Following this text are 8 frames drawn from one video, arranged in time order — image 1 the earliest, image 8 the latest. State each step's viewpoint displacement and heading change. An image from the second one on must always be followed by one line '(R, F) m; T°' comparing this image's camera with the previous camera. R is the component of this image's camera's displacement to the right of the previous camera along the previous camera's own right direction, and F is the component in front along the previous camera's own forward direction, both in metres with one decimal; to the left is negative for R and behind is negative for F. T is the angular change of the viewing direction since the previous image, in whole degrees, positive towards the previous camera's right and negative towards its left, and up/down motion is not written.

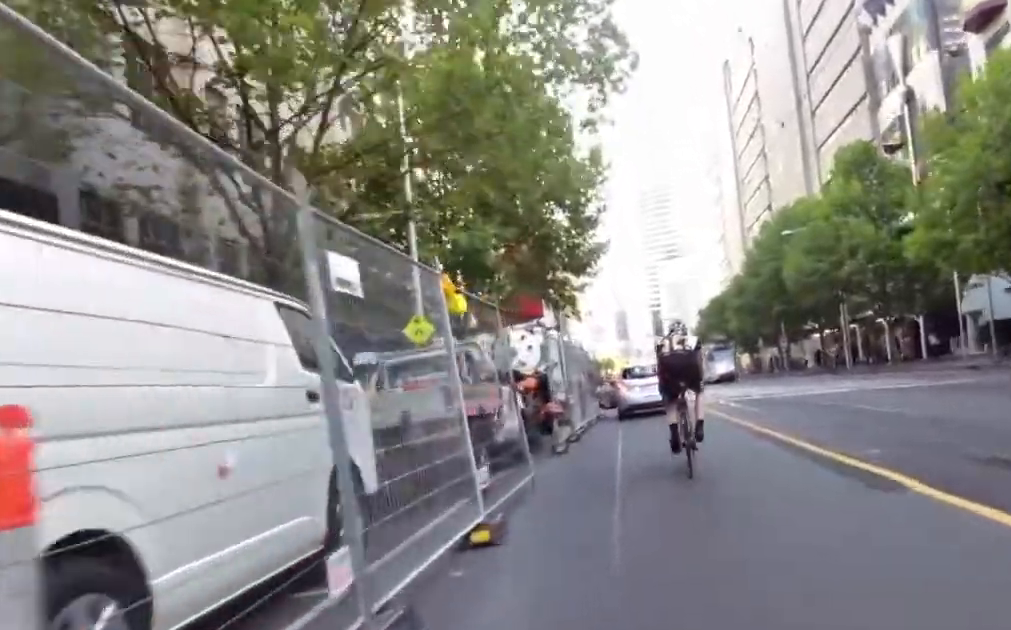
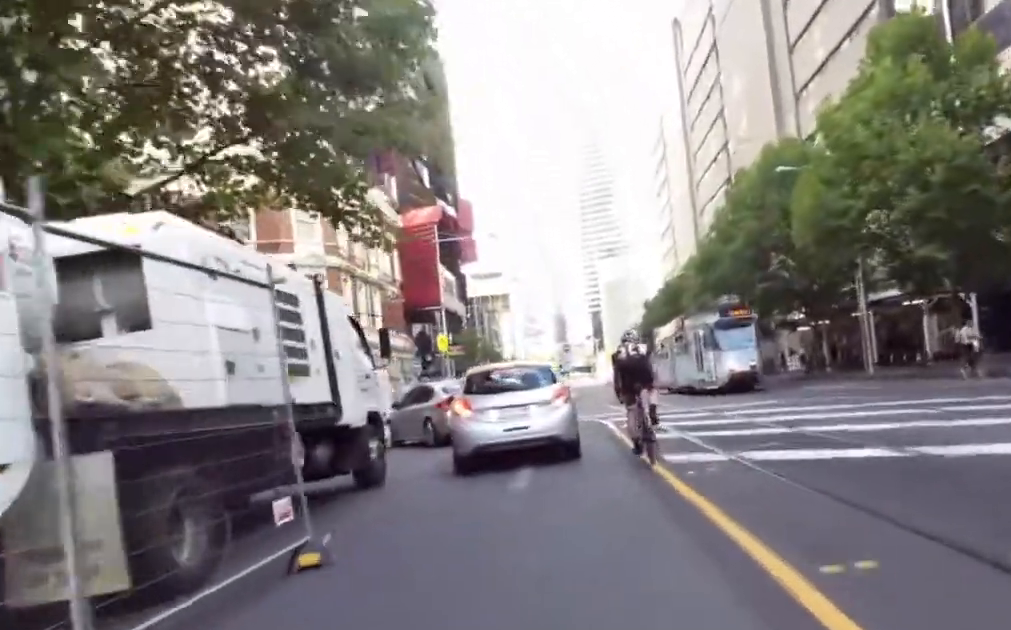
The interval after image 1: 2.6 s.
(+0.7, +15.0) m; +9°
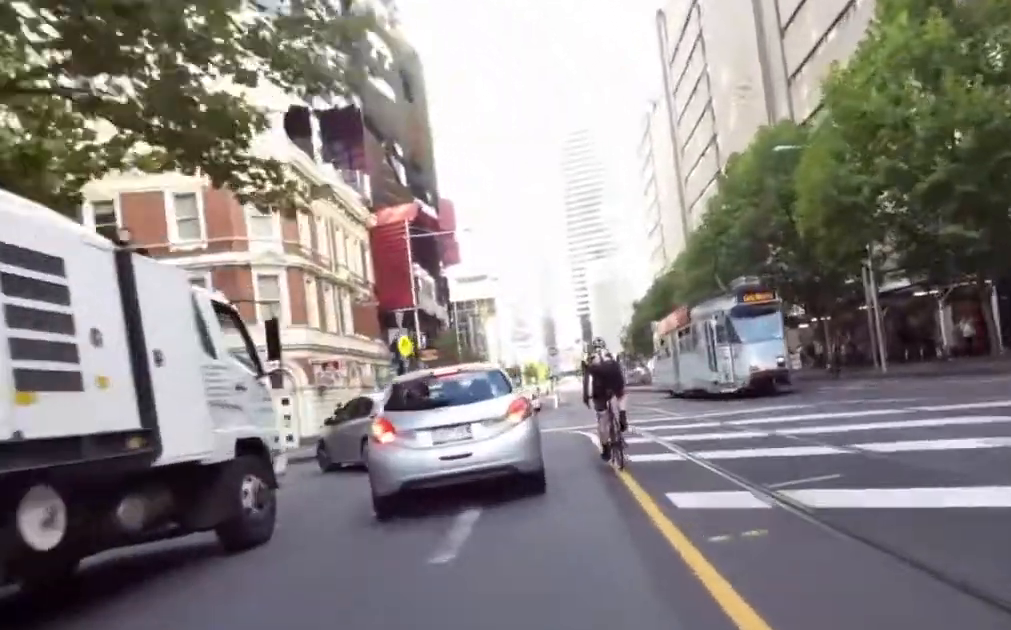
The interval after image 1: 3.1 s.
(+0.5, +2.8) m; 0°
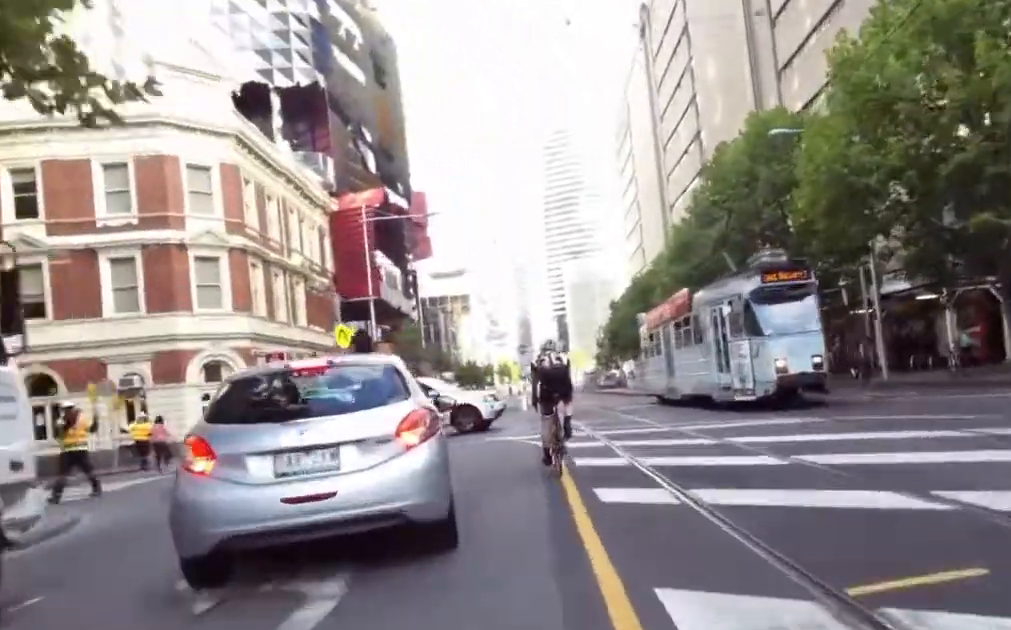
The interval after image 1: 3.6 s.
(+0.5, +2.8) m; -1°
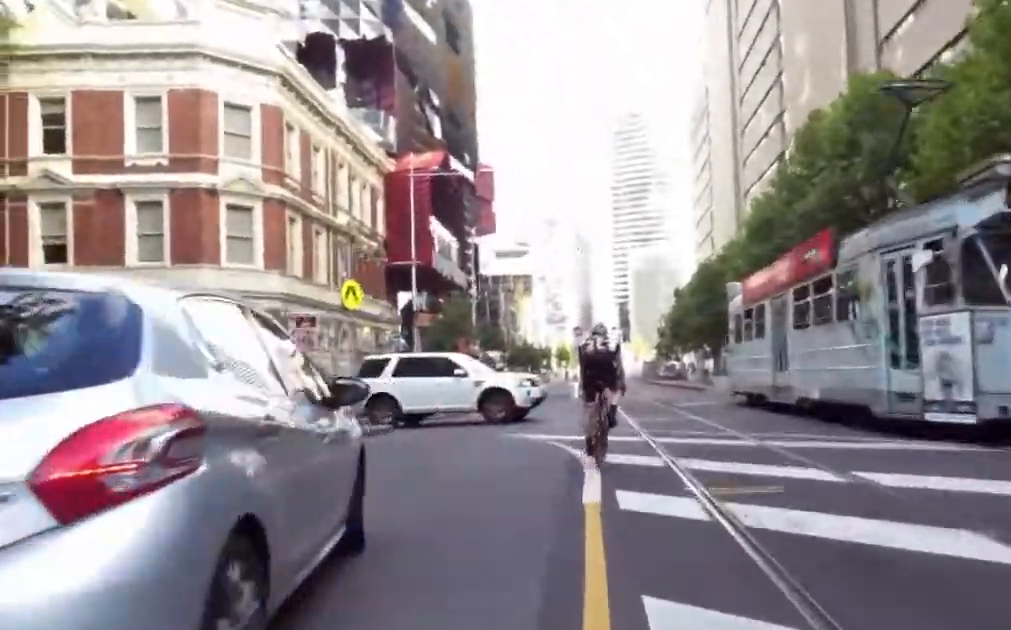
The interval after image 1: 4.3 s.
(-0.7, +3.6) m; -11°
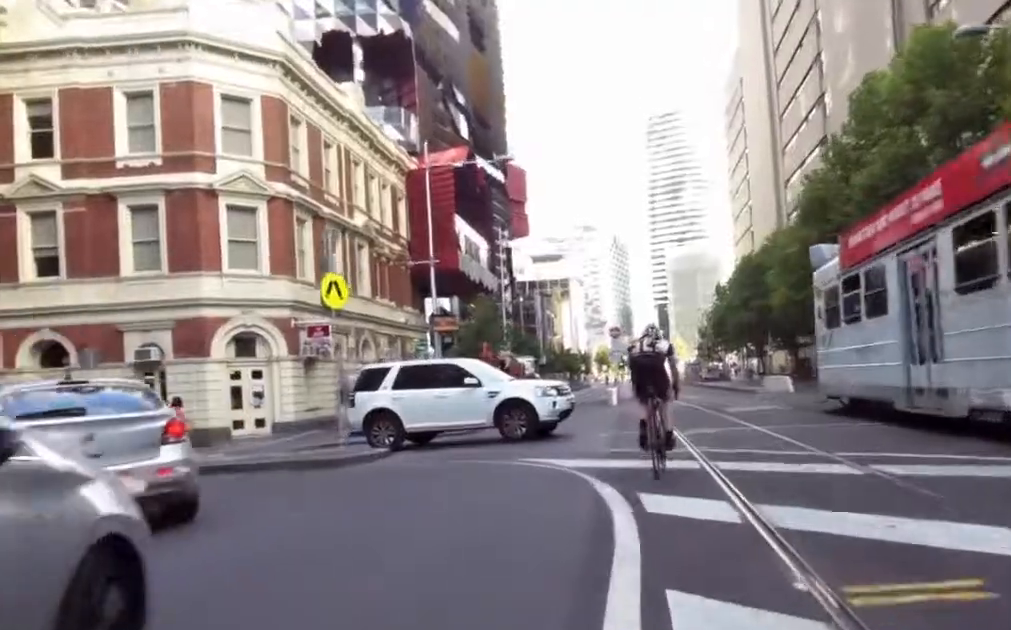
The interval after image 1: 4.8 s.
(-0.2, +2.7) m; -5°
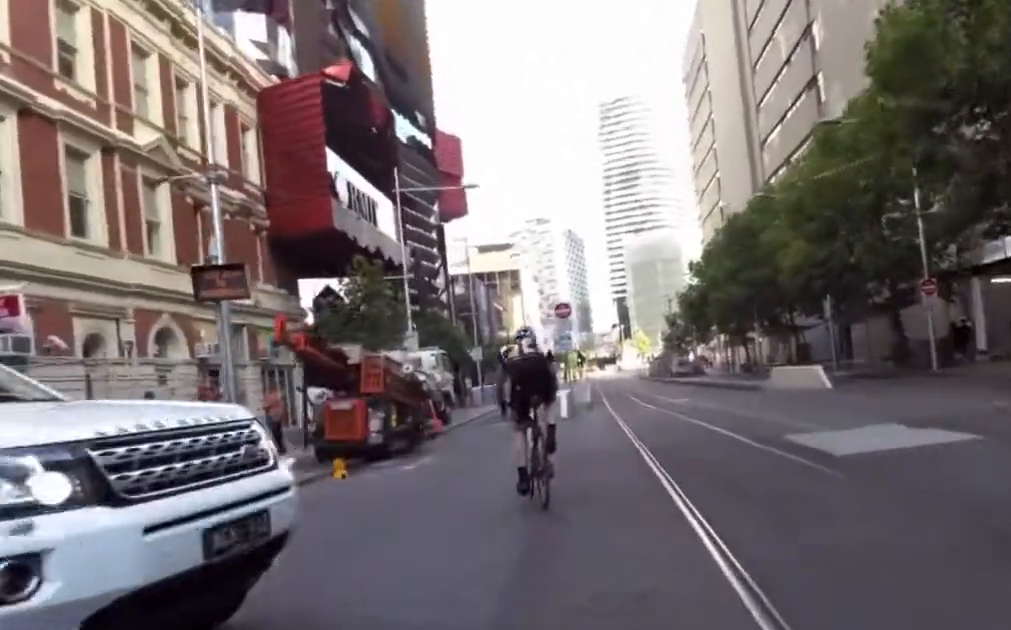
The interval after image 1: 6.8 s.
(0.0, +11.3) m; 0°
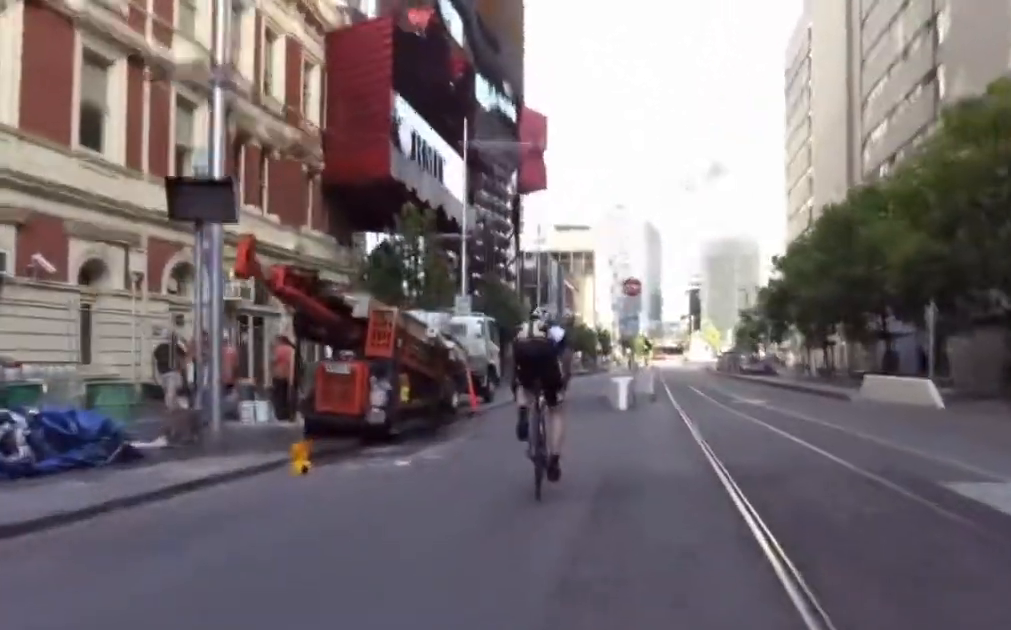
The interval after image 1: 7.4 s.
(-0.3, +3.2) m; 0°
